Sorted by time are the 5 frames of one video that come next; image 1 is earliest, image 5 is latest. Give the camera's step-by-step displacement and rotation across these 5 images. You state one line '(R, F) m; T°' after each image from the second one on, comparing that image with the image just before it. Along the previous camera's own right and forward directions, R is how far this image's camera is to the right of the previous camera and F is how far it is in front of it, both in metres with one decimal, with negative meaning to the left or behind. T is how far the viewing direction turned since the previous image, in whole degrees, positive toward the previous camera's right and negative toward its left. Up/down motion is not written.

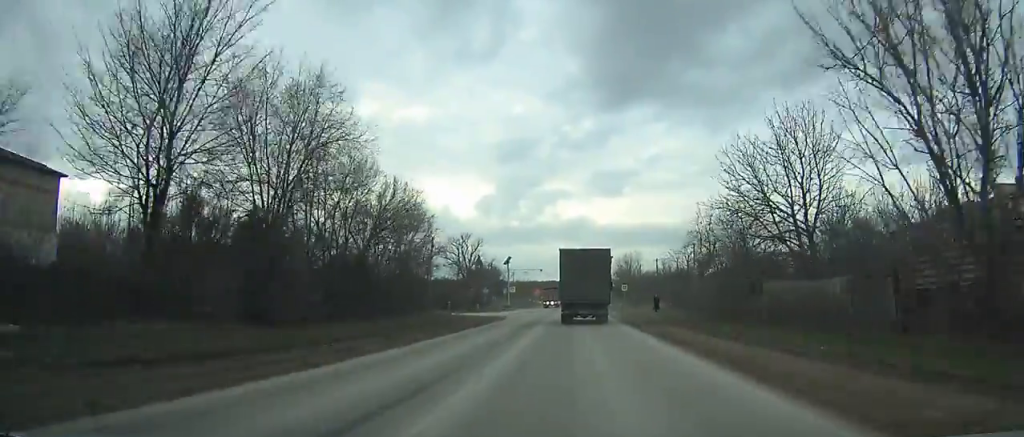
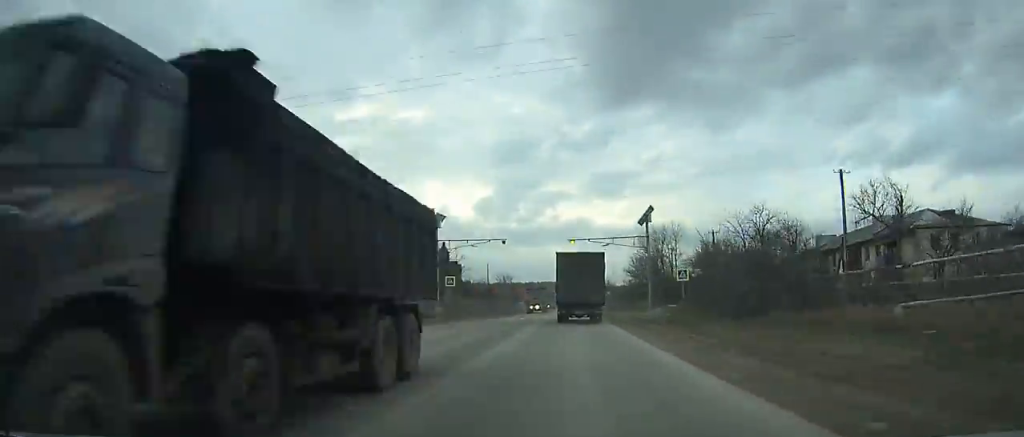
(-0.2, +51.2) m; 0°
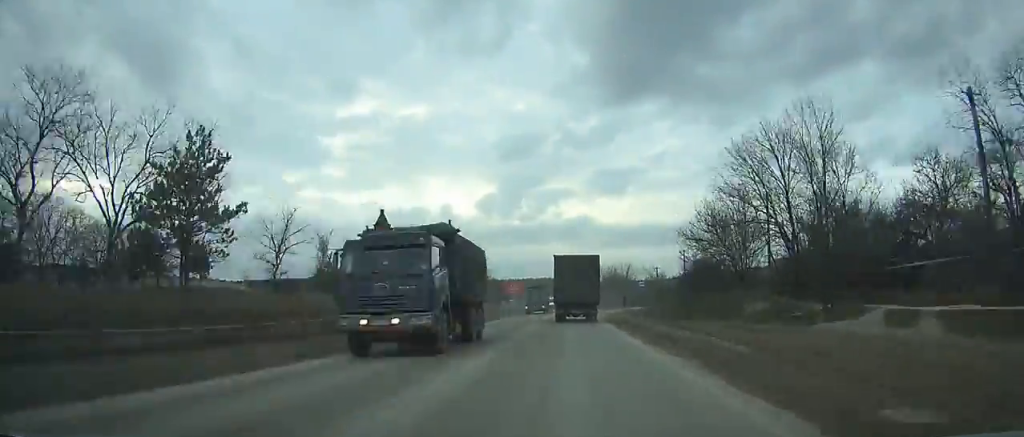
(-0.2, +50.5) m; 0°
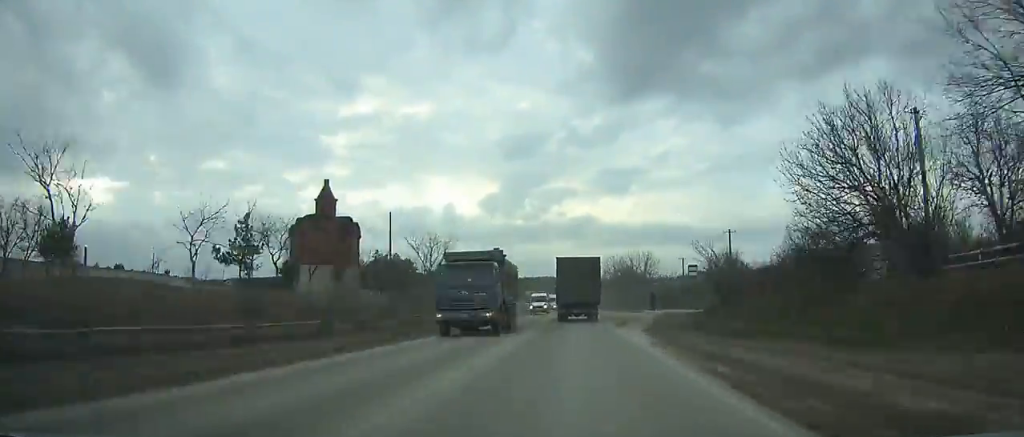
(-0.2, +24.7) m; 0°
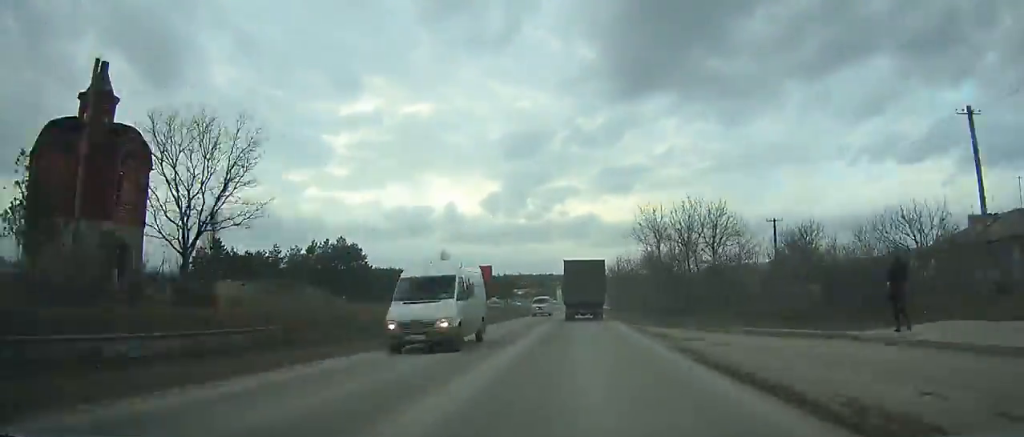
(+0.1, +42.0) m; 0°
